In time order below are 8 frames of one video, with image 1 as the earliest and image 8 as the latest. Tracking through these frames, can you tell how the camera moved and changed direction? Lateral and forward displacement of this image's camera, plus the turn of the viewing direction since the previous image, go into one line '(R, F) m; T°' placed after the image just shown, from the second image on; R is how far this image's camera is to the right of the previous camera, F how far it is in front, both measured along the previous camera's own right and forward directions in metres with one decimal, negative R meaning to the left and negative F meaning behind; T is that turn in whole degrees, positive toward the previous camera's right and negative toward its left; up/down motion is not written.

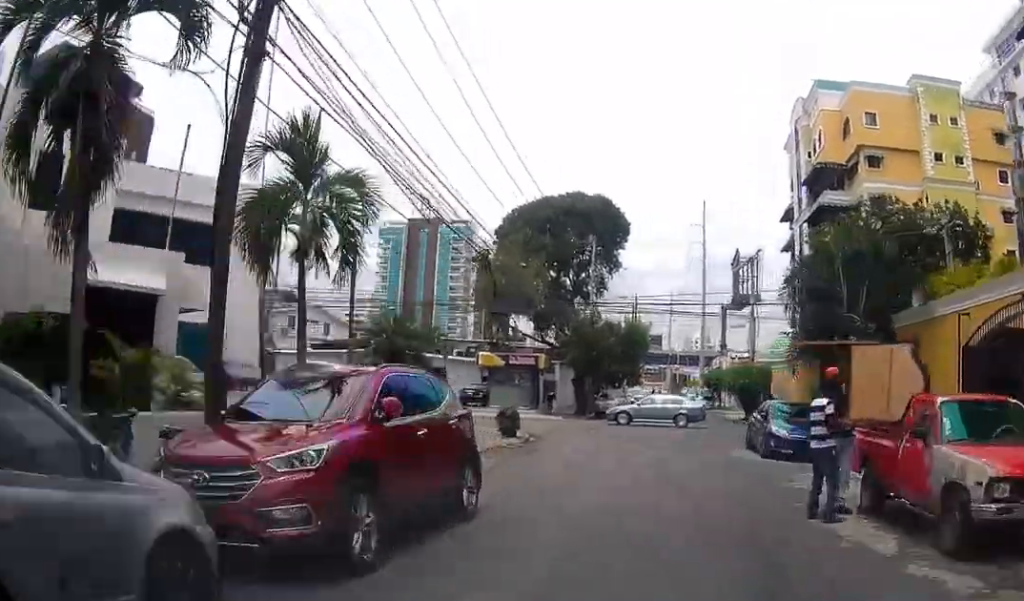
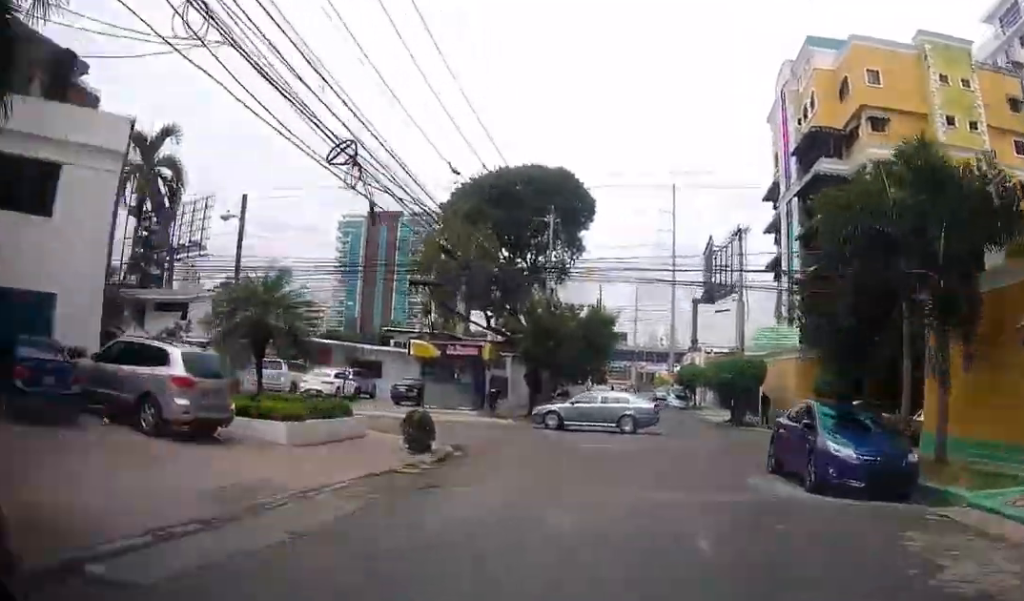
(0.0, +6.3) m; +2°
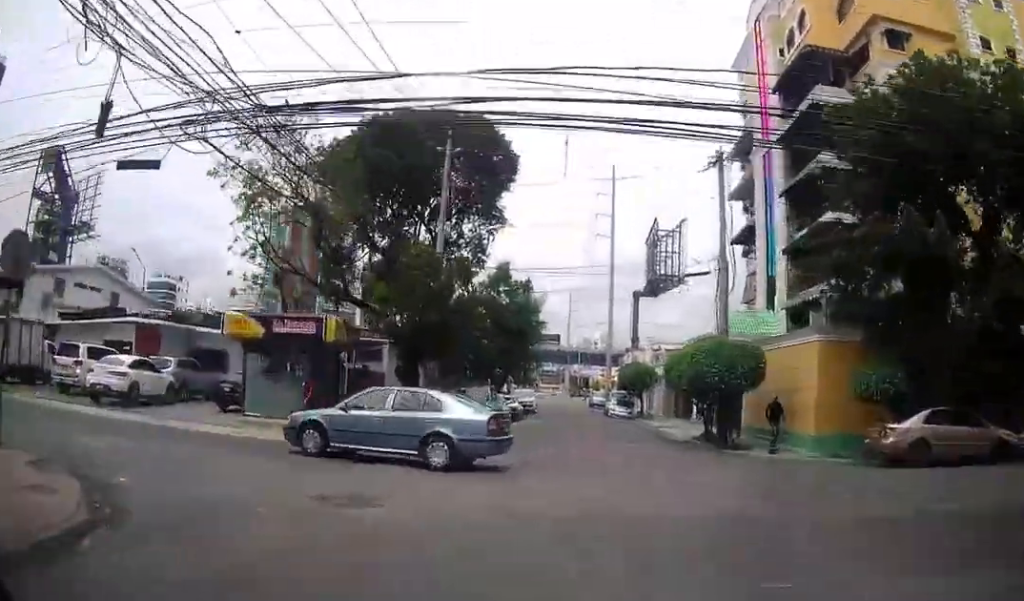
(+0.4, +12.1) m; +6°
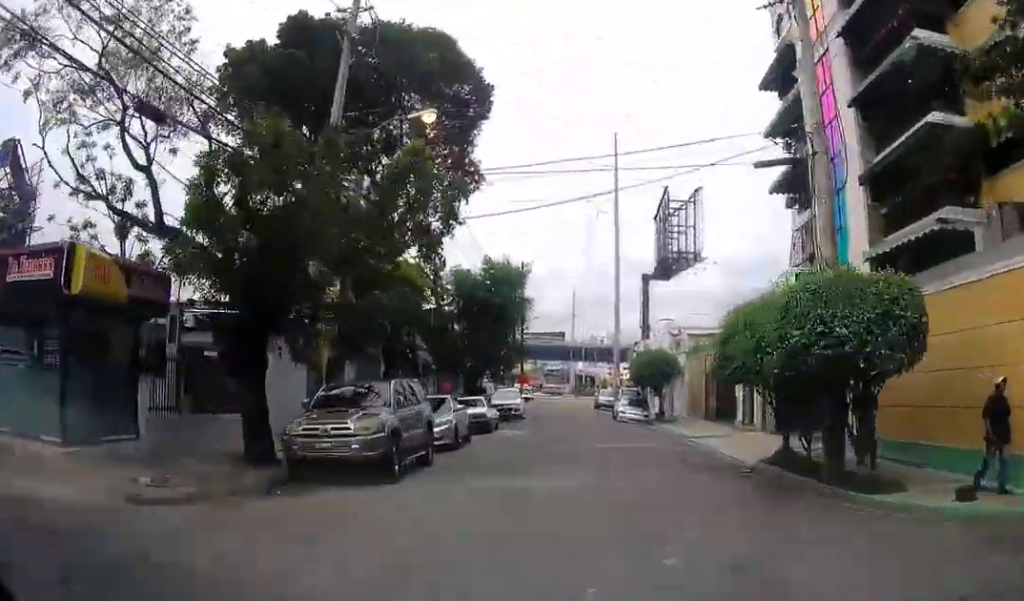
(+0.8, +12.7) m; -5°
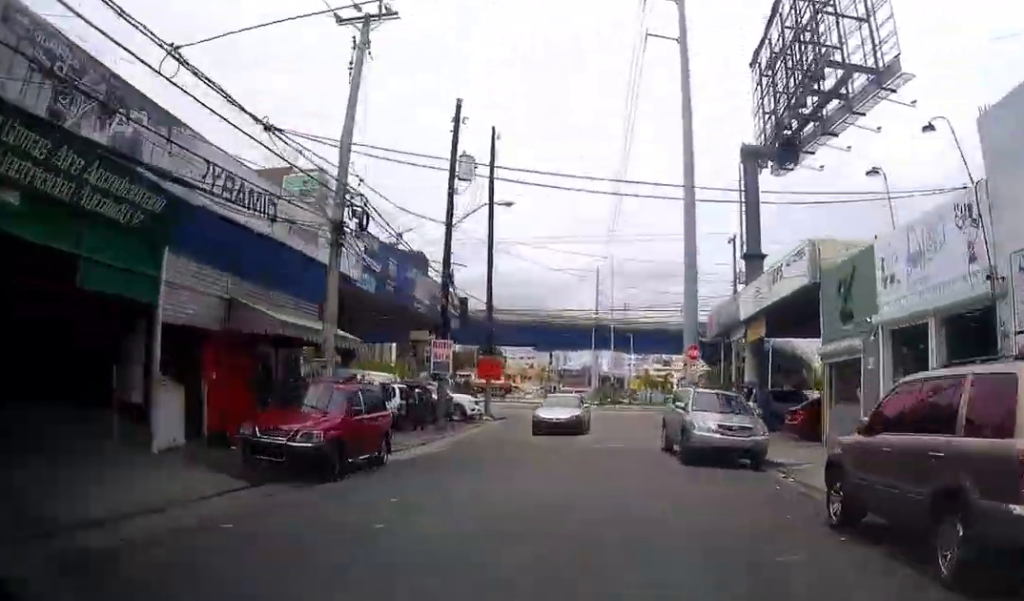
(-4.7, +36.6) m; -7°
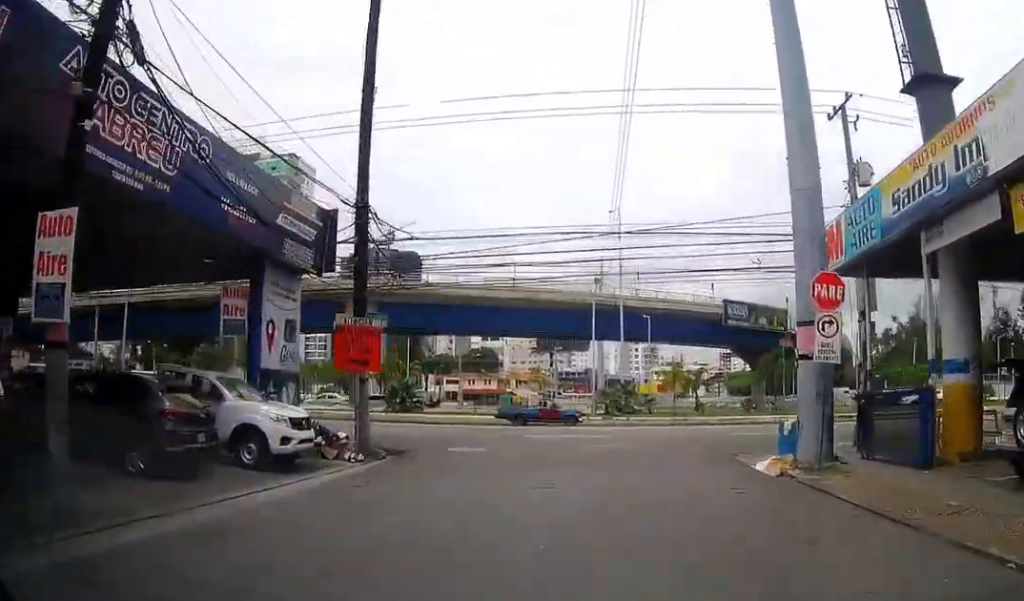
(+0.1, +20.0) m; +1°
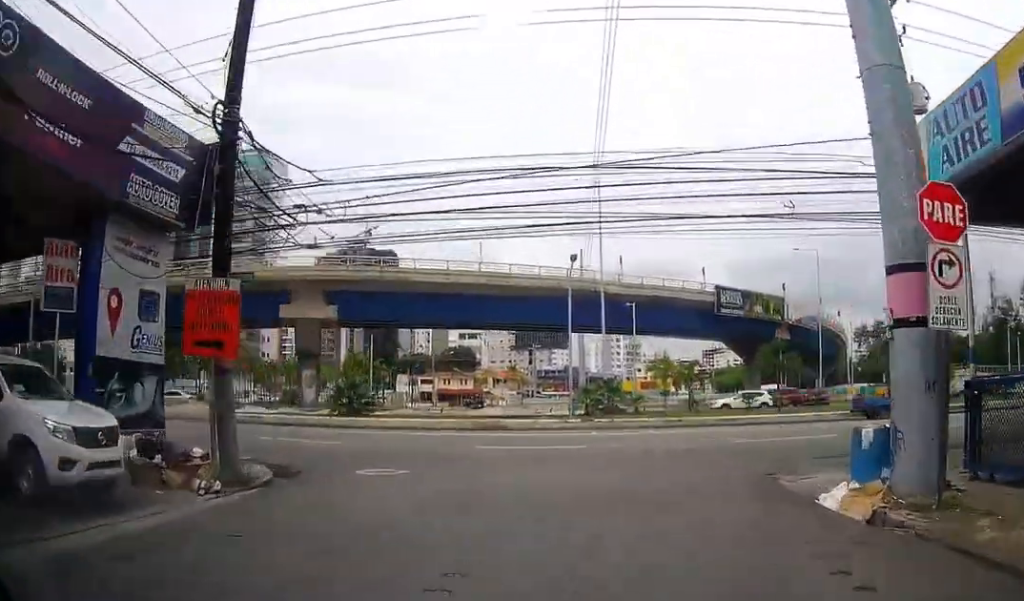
(0.0, +5.5) m; +2°
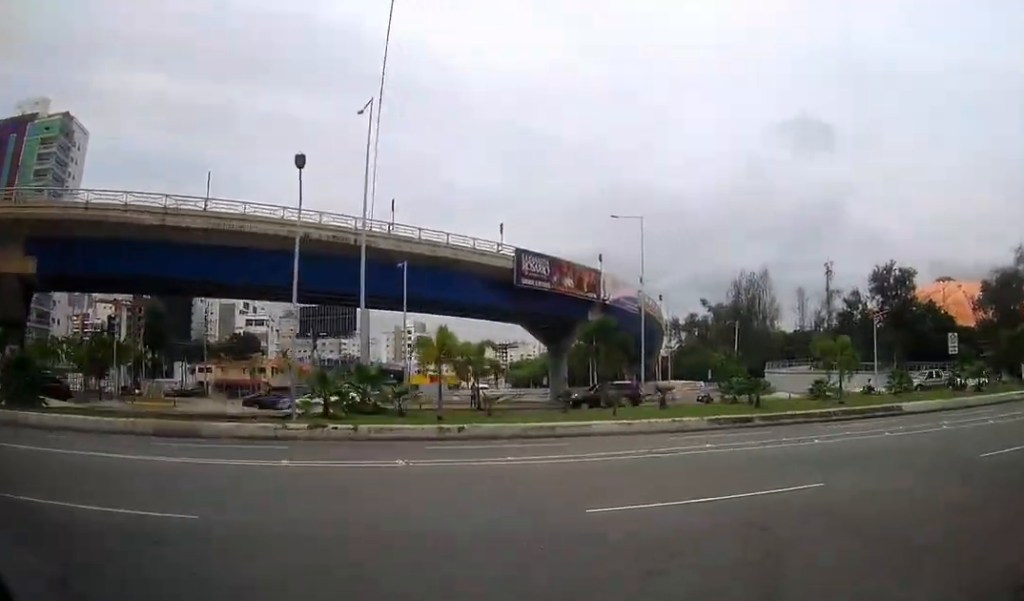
(+0.9, +14.4) m; +36°
